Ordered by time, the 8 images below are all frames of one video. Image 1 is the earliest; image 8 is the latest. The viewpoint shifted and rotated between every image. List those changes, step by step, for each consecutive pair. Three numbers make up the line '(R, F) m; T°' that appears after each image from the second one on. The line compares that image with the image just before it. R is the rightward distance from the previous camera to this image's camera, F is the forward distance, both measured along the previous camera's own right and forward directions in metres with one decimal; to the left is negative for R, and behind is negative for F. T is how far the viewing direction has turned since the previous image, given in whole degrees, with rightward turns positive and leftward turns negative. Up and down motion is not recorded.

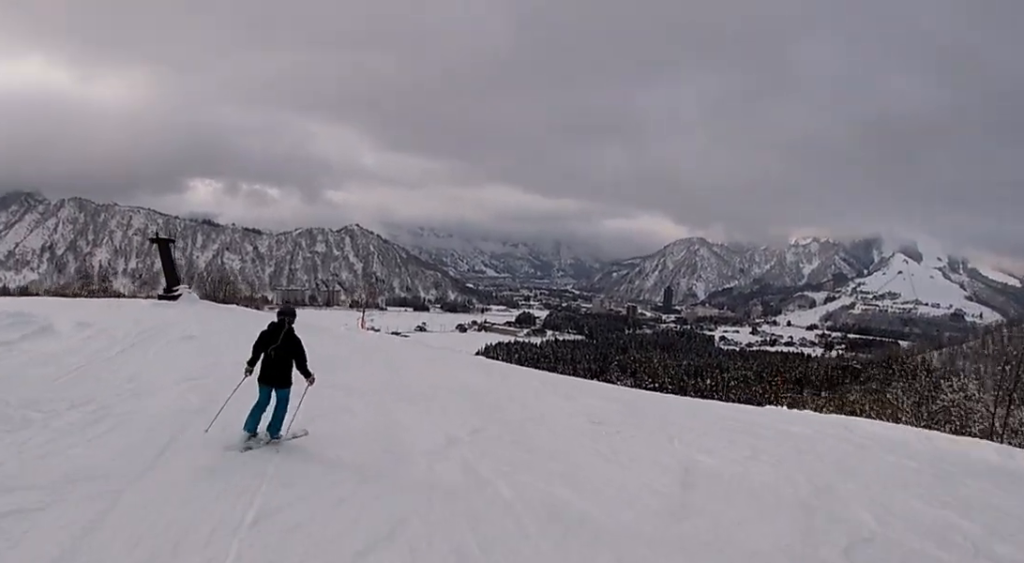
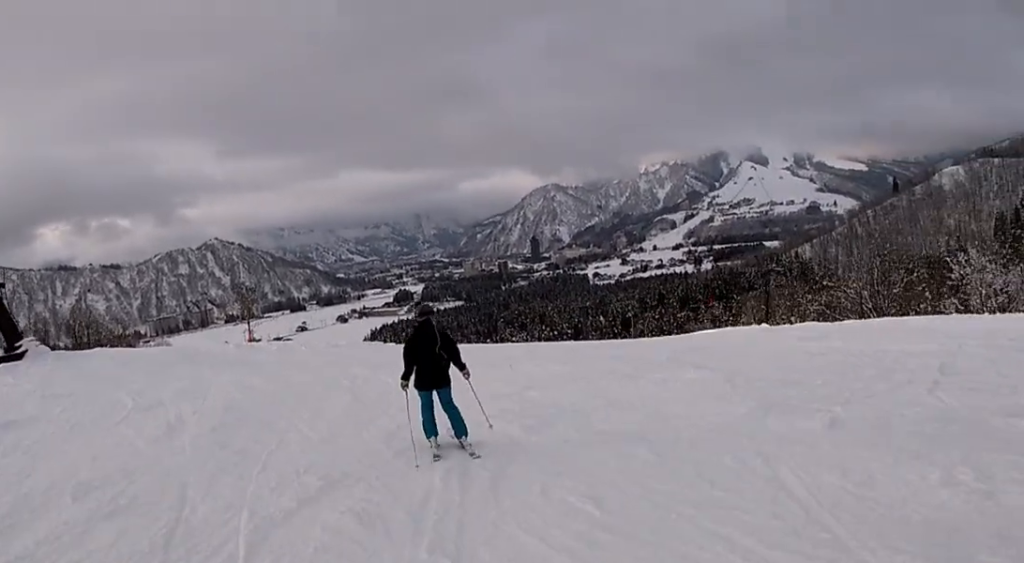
(+0.7, +7.2) m; +14°
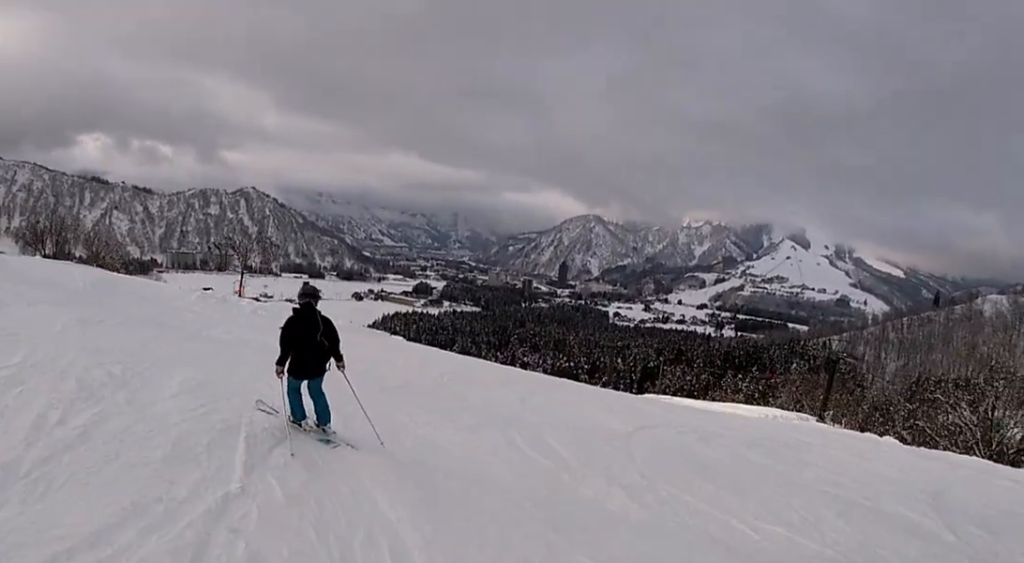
(+1.6, +9.5) m; -1°
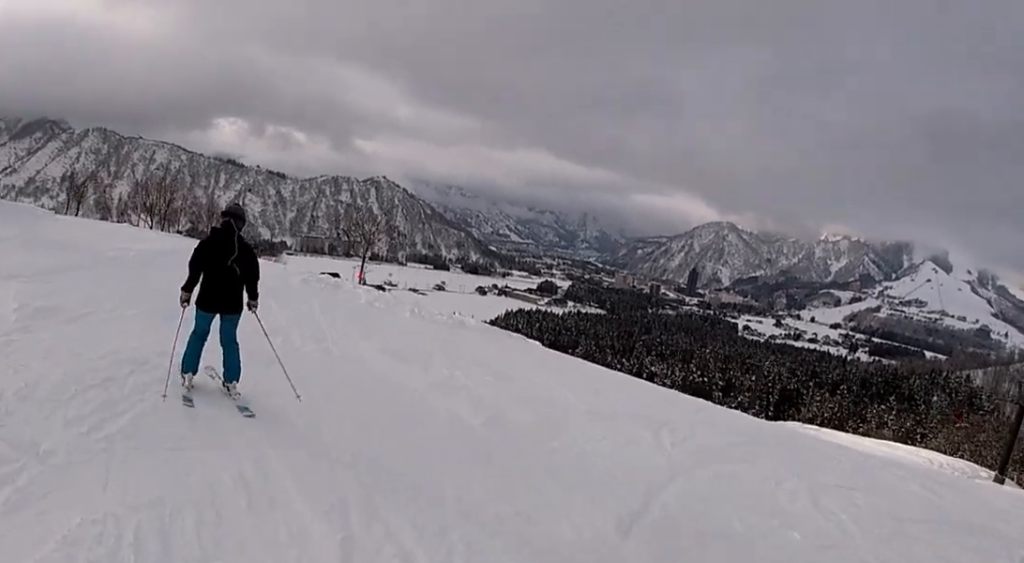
(-1.5, +5.9) m; -7°
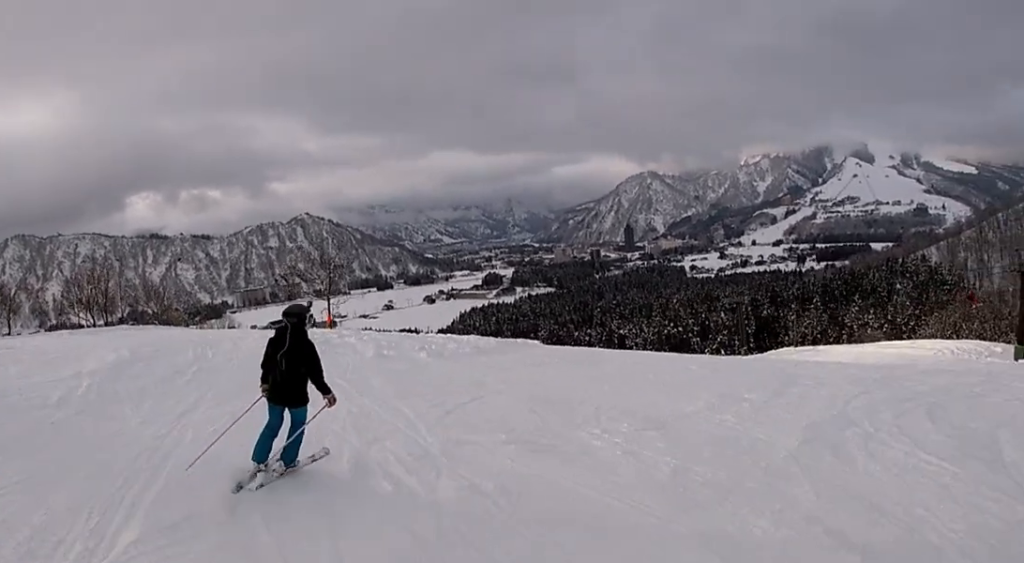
(+0.6, +4.9) m; +3°
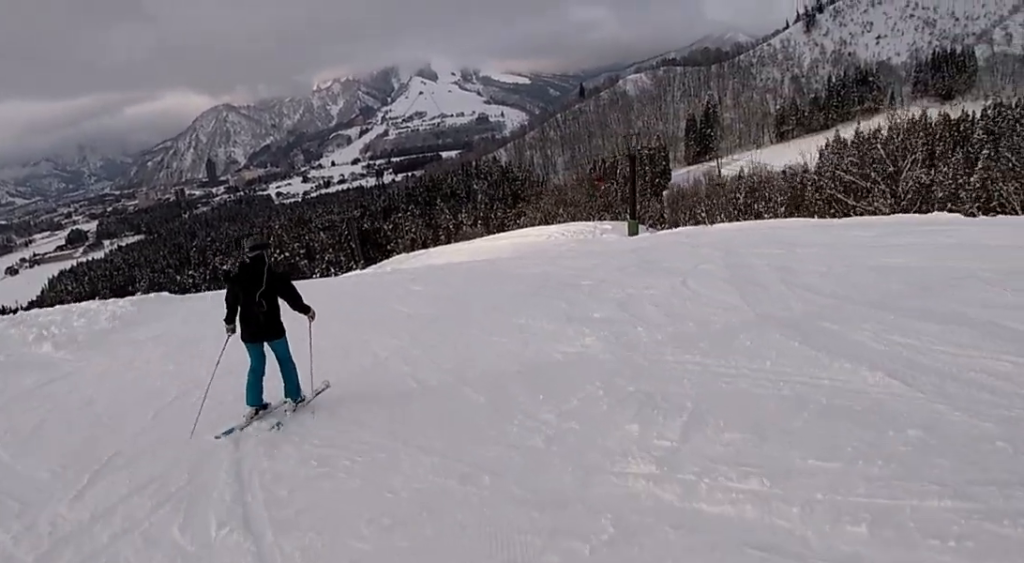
(+0.2, +6.4) m; +33°
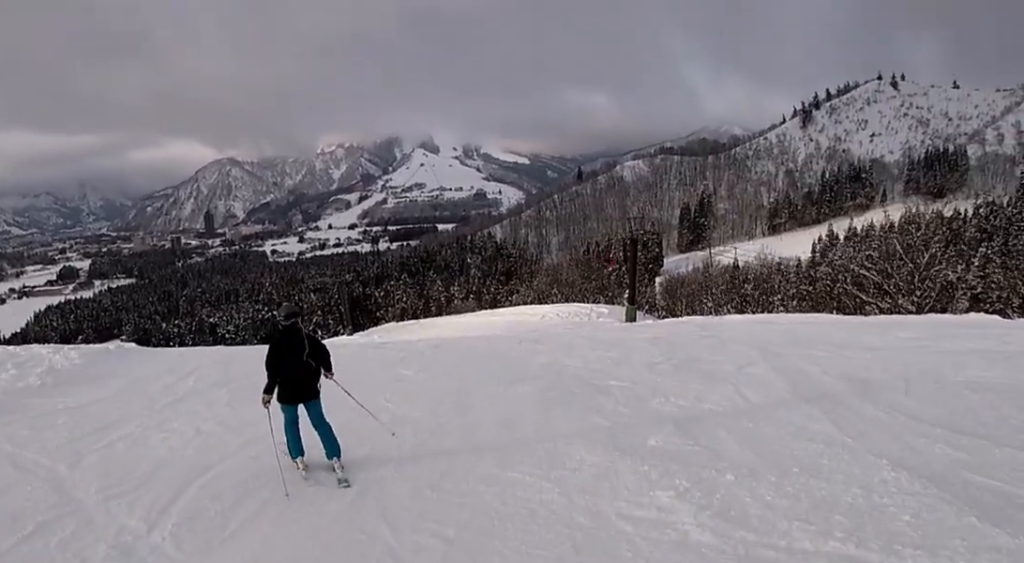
(+1.5, +2.5) m; +7°
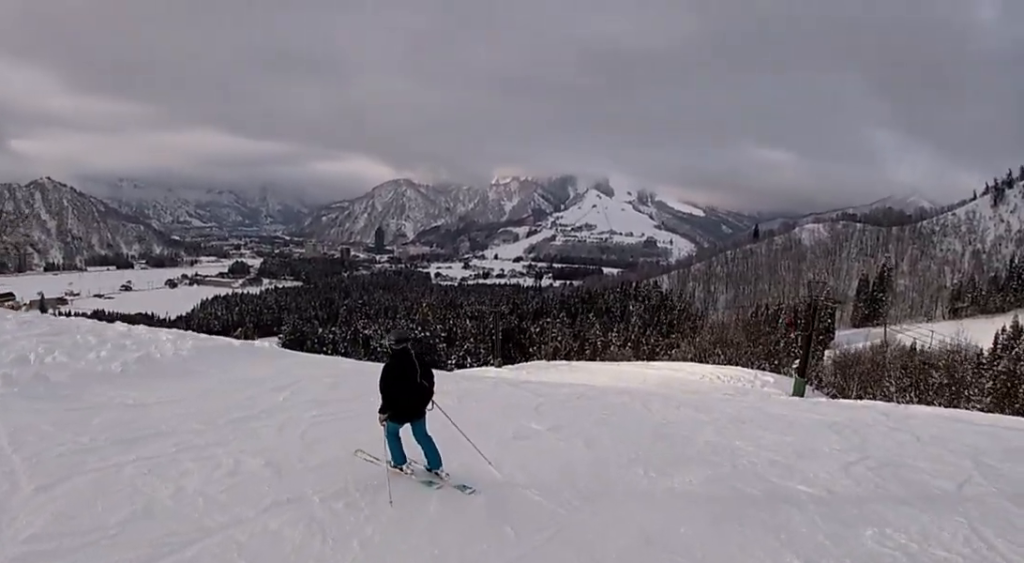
(+0.7, +2.2) m; +2°
